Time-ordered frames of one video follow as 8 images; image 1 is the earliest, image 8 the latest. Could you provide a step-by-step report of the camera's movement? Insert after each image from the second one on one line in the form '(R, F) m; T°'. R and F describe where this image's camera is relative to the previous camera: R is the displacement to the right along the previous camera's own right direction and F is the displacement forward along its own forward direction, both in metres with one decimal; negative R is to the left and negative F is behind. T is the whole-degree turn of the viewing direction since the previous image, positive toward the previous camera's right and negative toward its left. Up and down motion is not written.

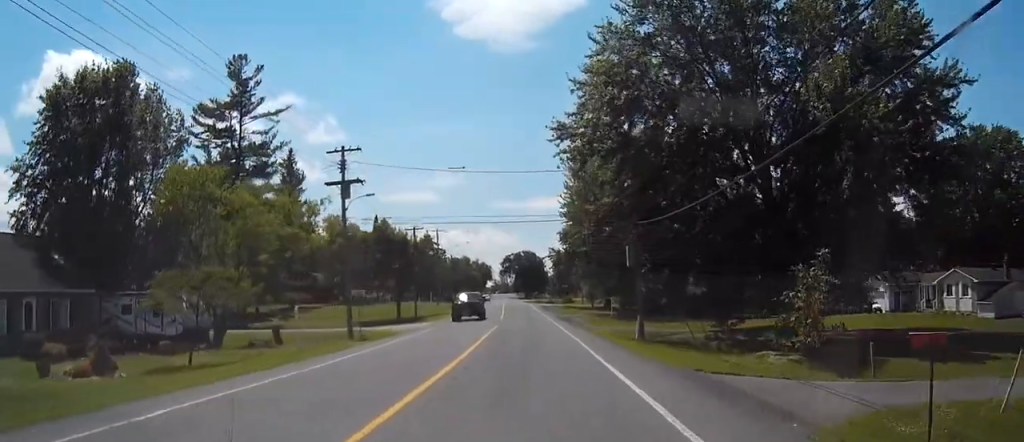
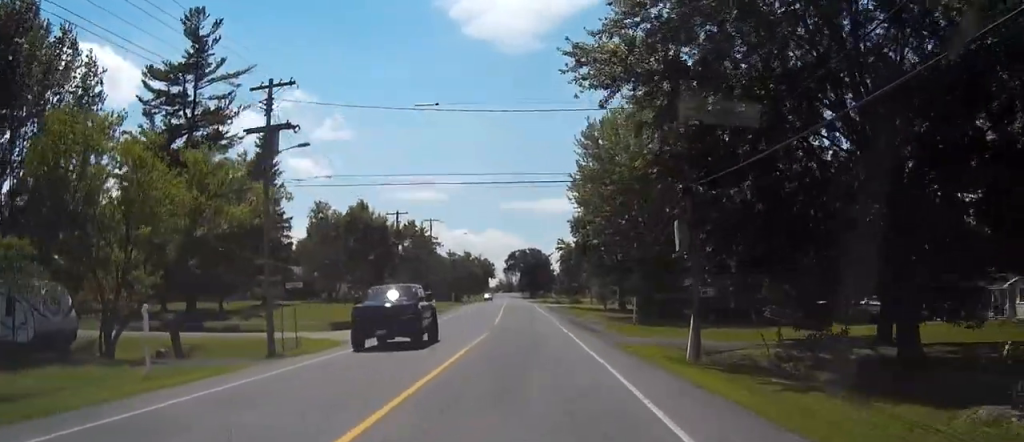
(-0.2, +12.1) m; -1°
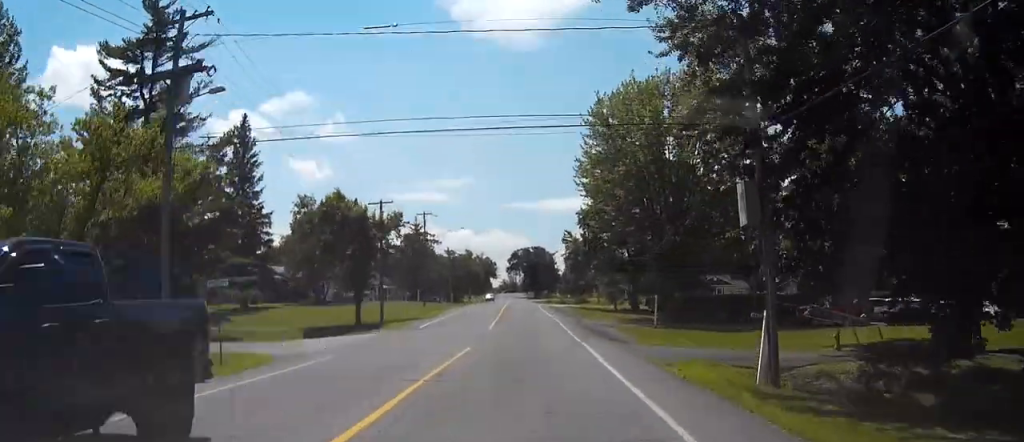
(0.0, +7.9) m; -1°
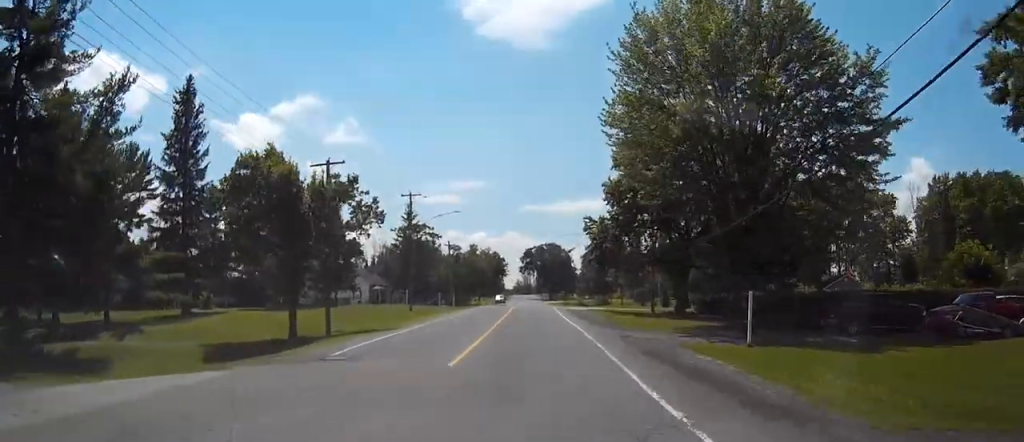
(-0.2, +17.6) m; -1°
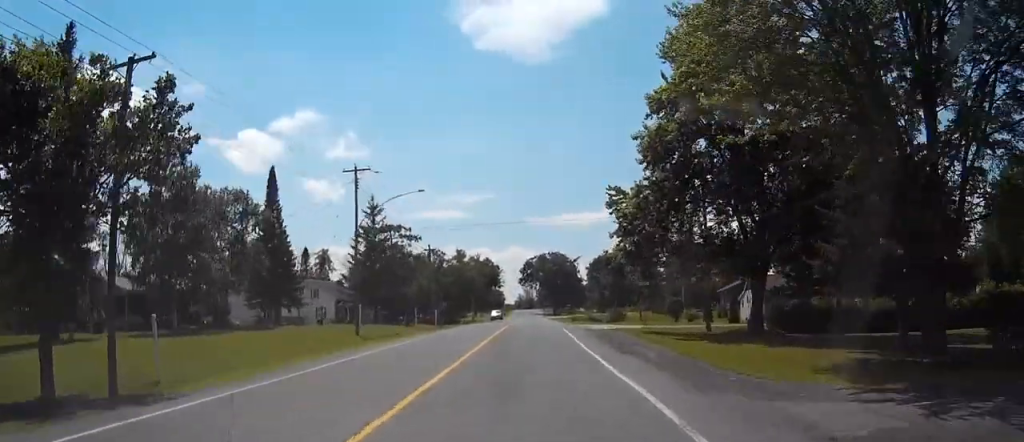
(-0.1, +20.9) m; 0°
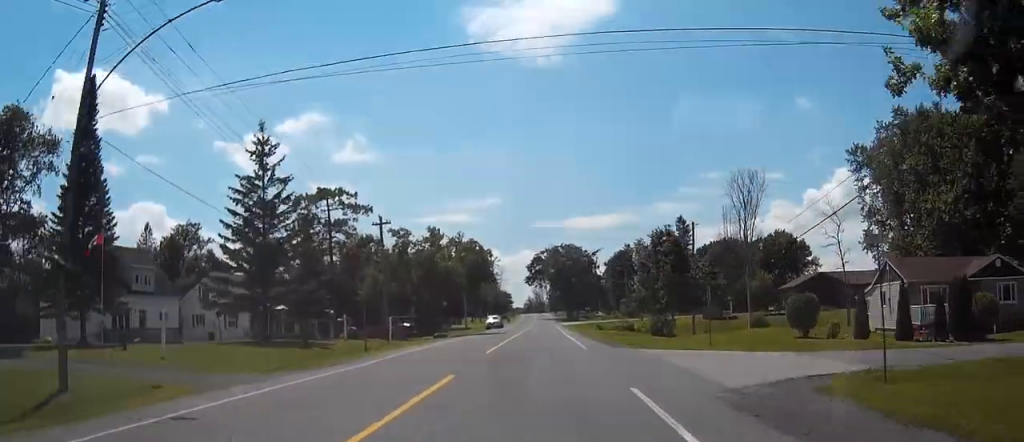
(-0.2, +31.6) m; -1°
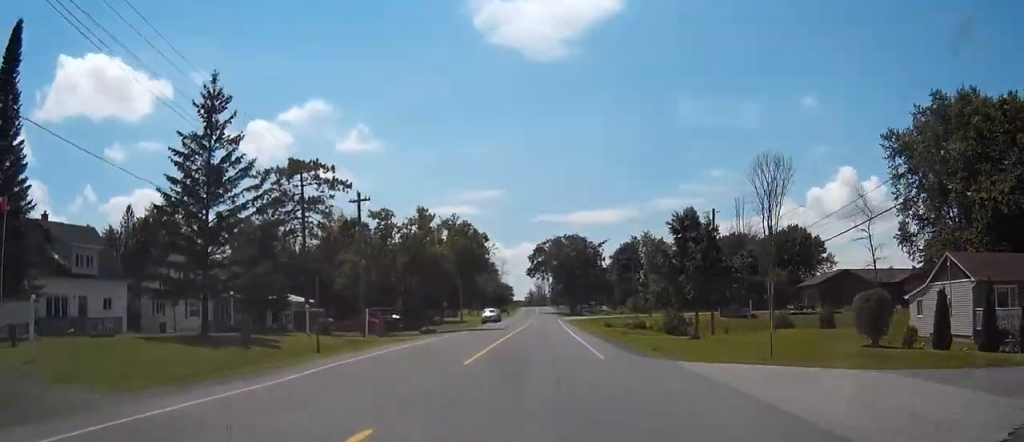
(0.0, +8.1) m; 0°
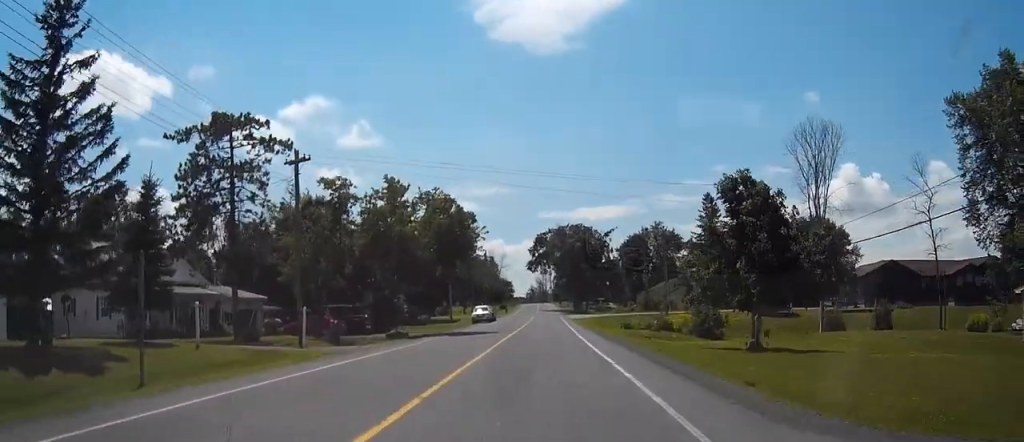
(0.0, +13.5) m; 0°
